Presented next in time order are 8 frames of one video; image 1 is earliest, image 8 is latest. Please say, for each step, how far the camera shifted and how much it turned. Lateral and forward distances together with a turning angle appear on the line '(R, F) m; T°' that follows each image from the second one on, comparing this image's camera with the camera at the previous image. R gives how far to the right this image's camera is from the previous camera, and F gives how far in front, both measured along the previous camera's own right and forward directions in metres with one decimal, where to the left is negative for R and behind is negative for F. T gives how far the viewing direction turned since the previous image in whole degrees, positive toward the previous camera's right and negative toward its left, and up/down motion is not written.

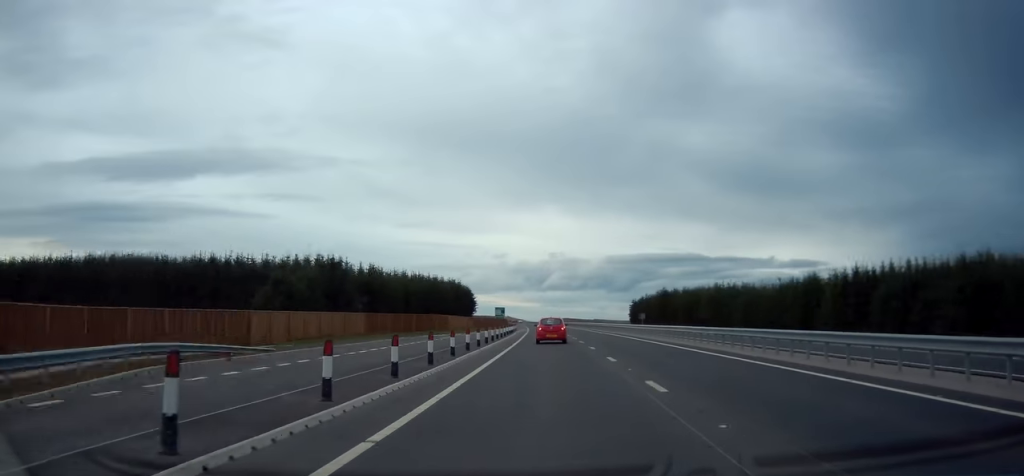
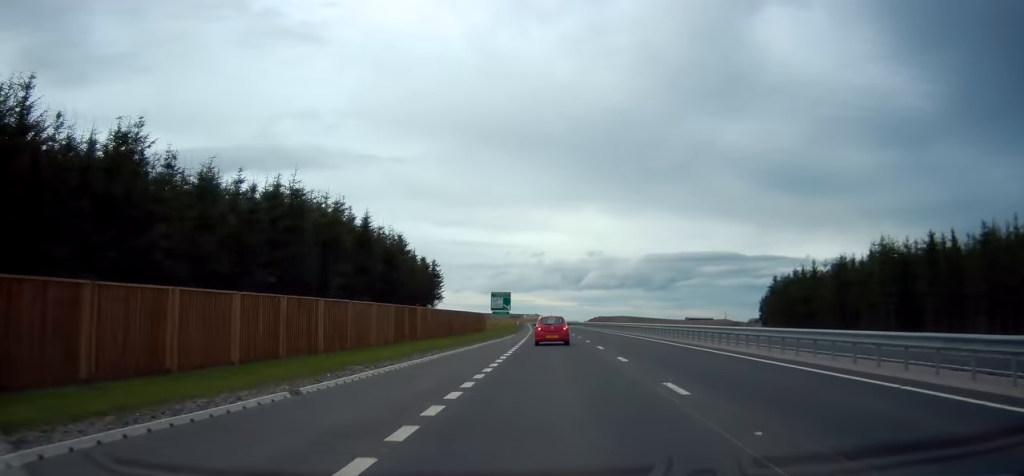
(-3.6, +142.0) m; -3°
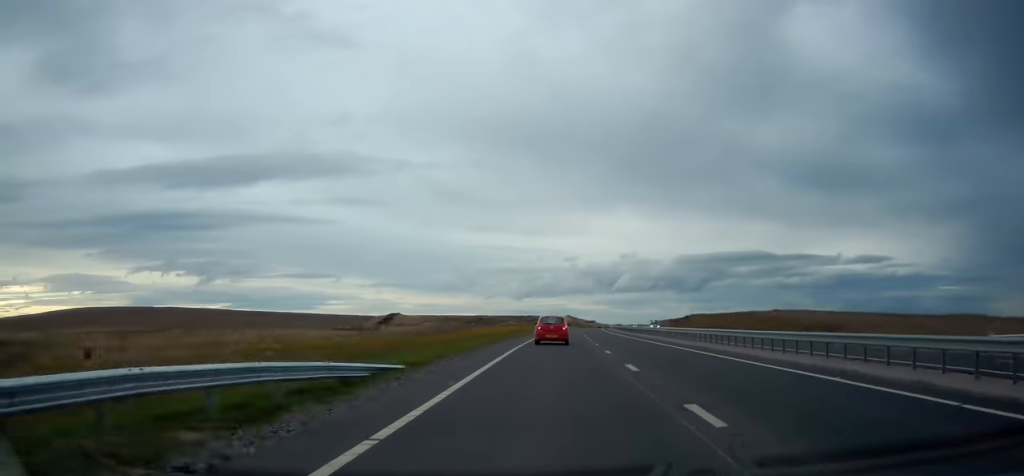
(-4.3, +165.6) m; -2°
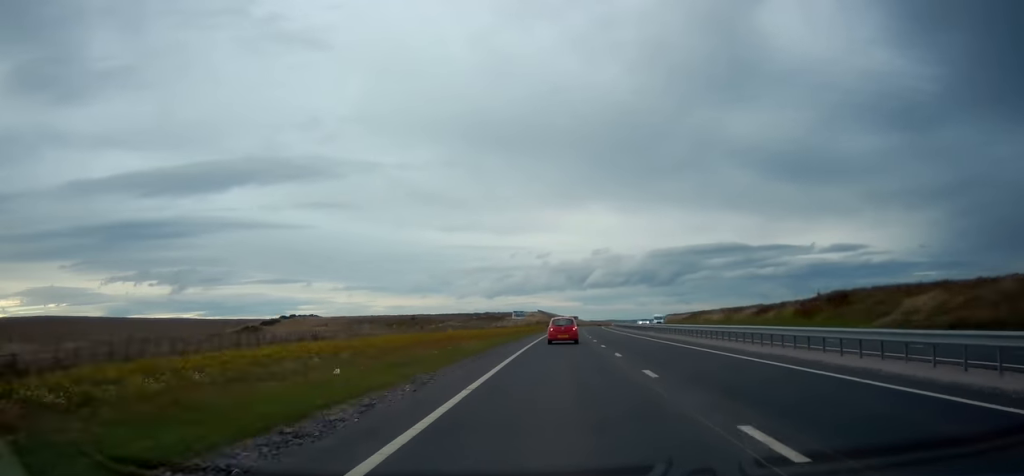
(0.0, +104.4) m; +1°
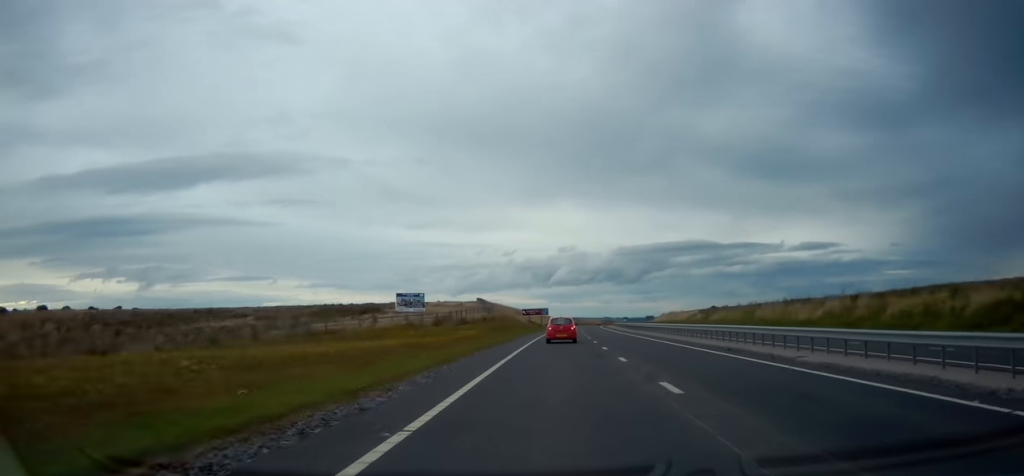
(+2.2, +120.4) m; +2°
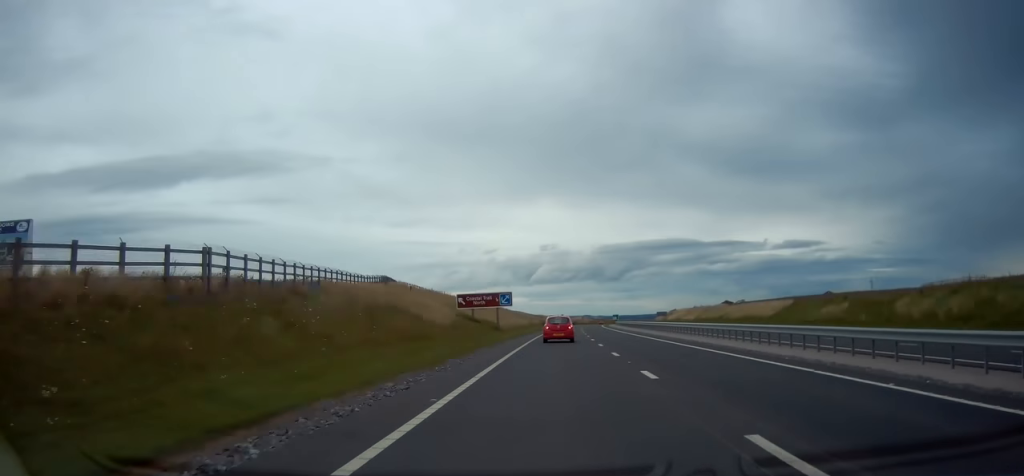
(+0.9, +68.3) m; +2°
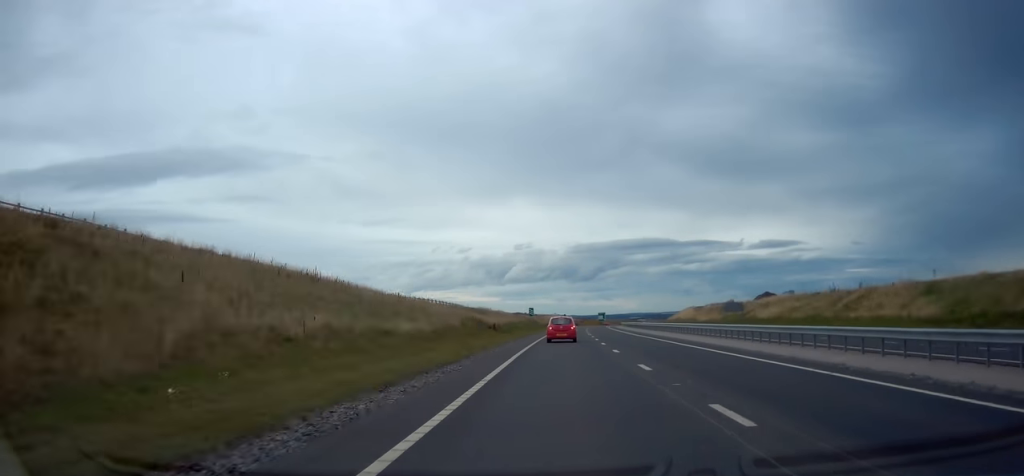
(+1.5, +96.4) m; +3°
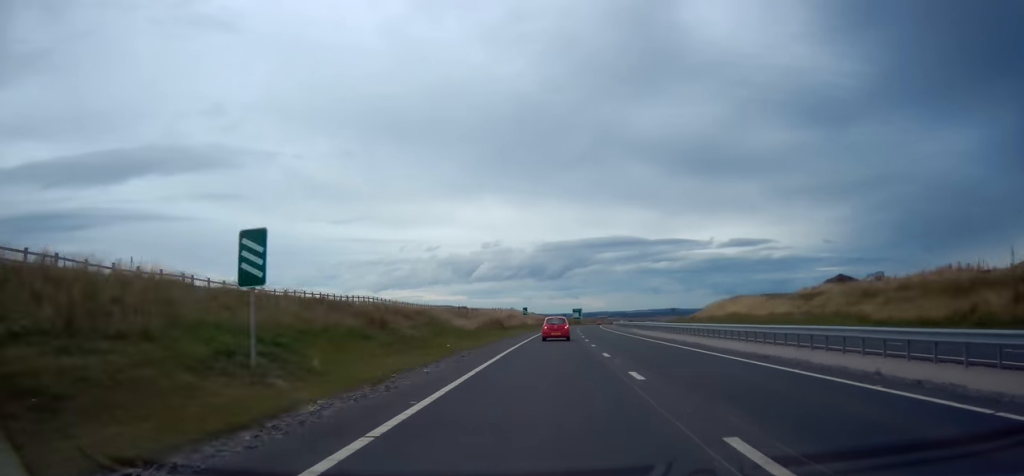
(+2.1, +84.2) m; +2°
